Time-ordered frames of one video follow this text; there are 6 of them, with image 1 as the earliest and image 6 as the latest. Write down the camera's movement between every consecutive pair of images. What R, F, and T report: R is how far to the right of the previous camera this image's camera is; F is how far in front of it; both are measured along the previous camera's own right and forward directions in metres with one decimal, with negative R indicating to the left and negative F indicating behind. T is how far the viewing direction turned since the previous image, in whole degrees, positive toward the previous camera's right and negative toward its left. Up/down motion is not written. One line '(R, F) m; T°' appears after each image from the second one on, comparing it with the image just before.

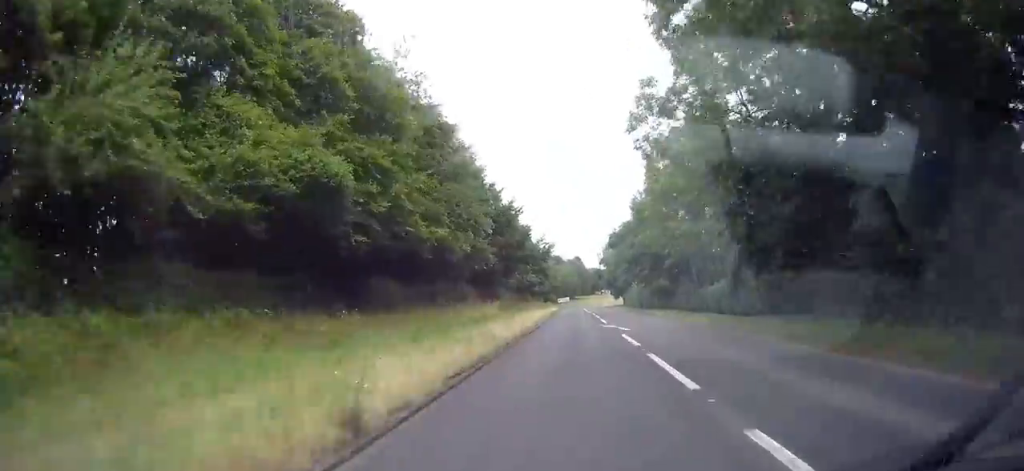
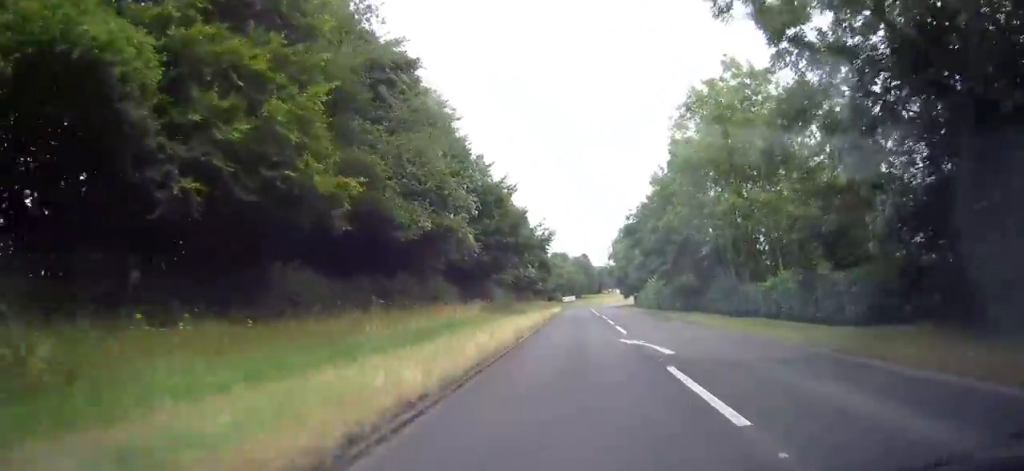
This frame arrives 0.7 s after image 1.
(-0.1, +11.7) m; 0°
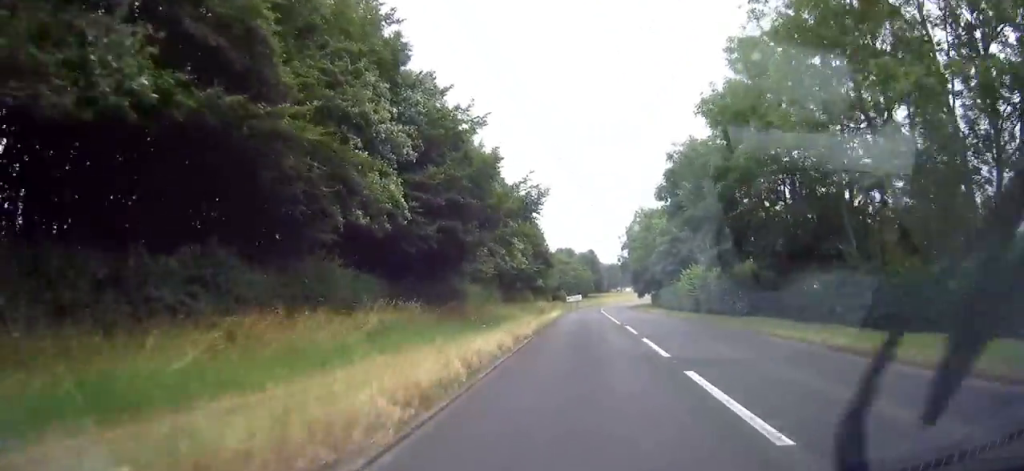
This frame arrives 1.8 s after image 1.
(0.0, +19.0) m; 0°
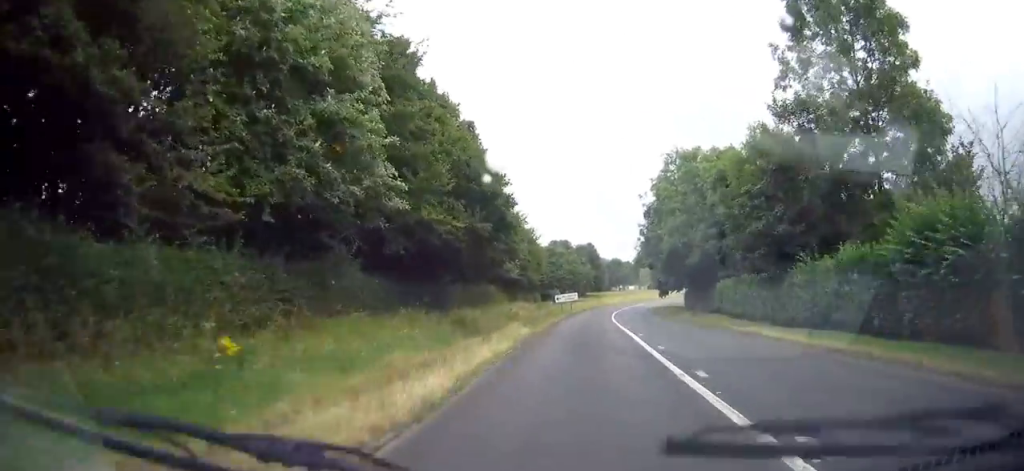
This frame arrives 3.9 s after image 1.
(0.0, +35.7) m; 0°
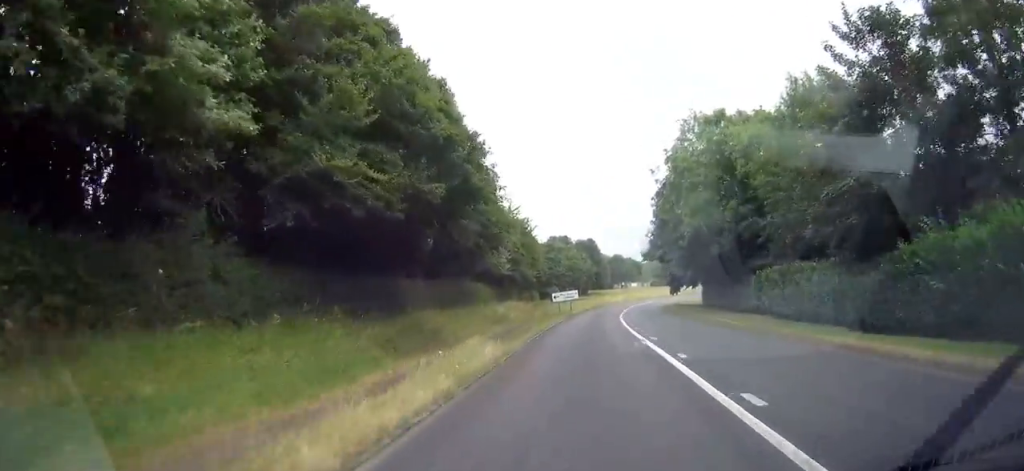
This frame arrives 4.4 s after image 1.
(0.0, +9.5) m; 0°
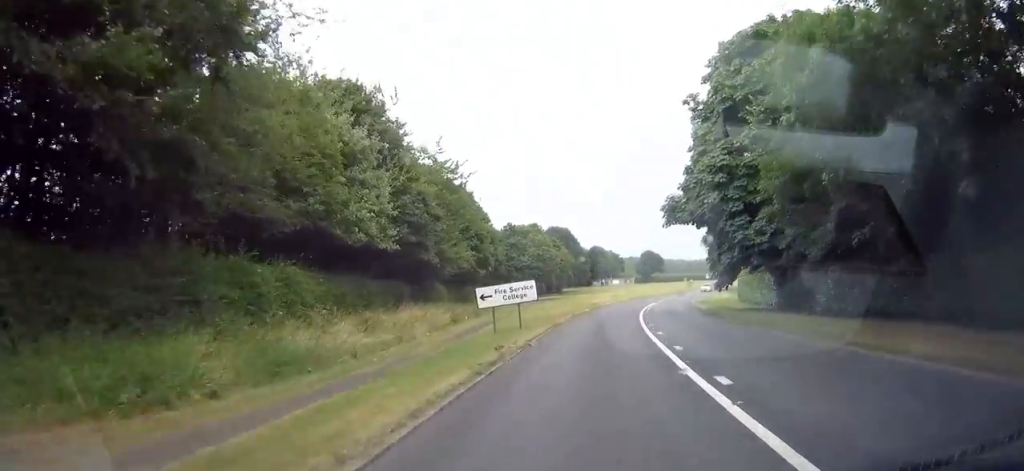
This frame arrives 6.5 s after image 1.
(+0.3, +34.6) m; +1°
